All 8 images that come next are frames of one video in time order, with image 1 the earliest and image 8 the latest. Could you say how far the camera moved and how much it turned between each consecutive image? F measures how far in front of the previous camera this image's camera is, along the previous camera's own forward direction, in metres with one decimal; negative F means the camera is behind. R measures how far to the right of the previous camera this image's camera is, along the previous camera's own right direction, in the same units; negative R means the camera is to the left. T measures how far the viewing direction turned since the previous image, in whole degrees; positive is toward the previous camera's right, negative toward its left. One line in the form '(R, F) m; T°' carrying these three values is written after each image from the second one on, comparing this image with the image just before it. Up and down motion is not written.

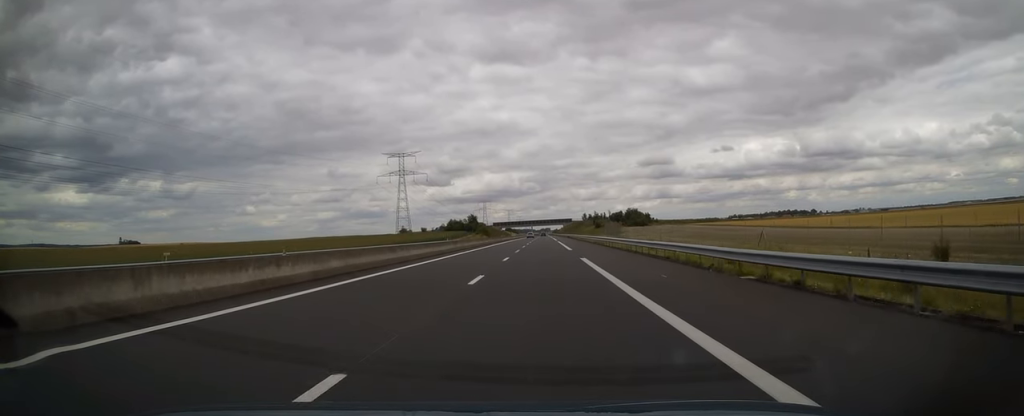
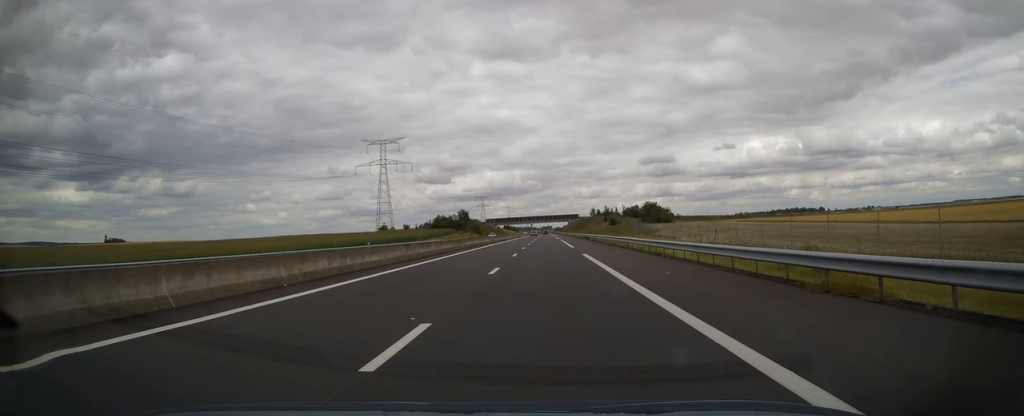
(0.0, +48.4) m; 0°
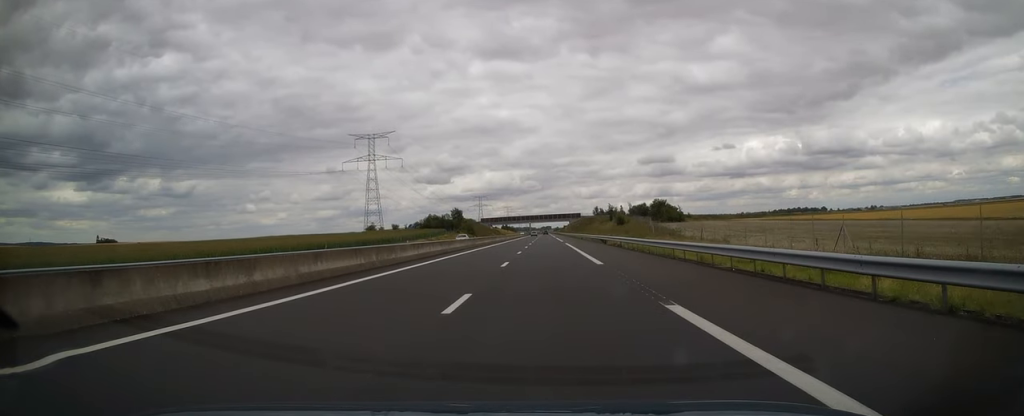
(0.0, +21.5) m; 0°
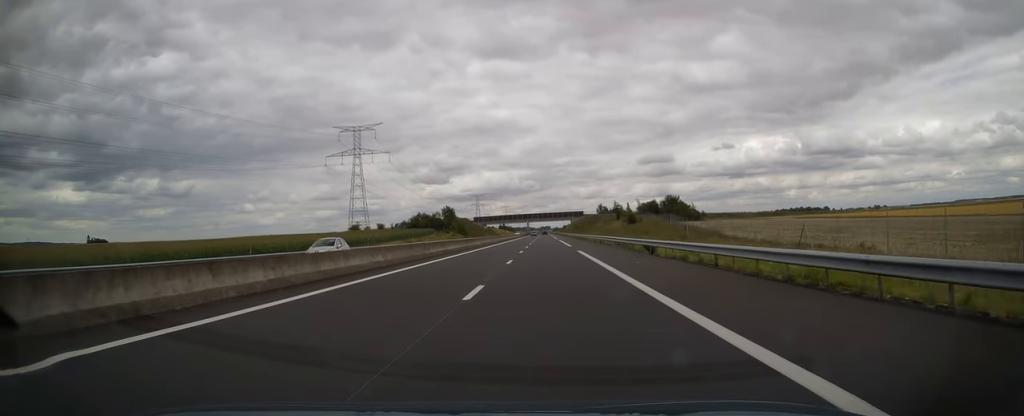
(0.0, +24.0) m; 0°
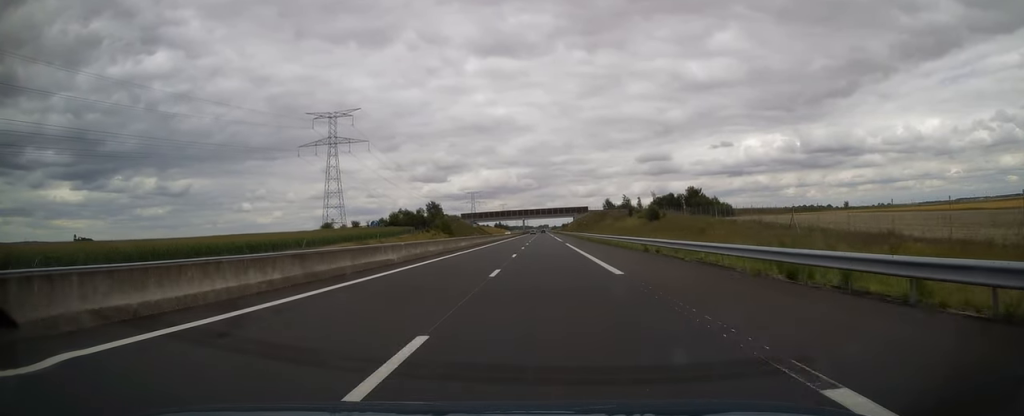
(0.0, +32.8) m; 0°
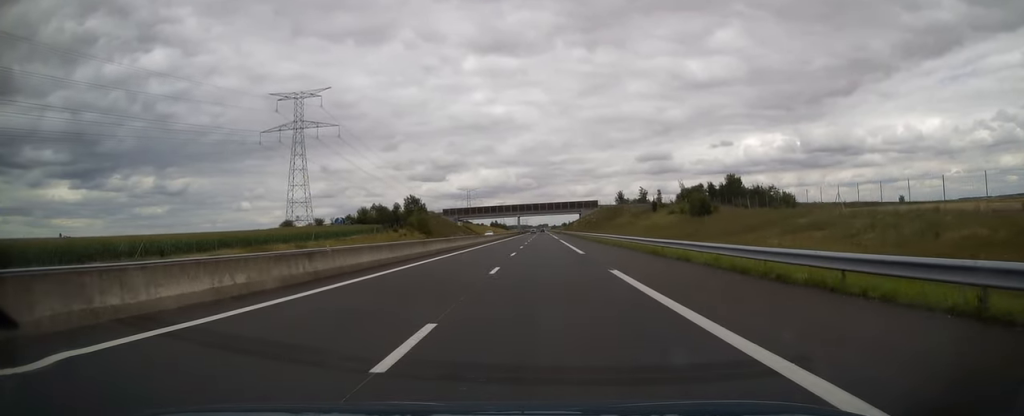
(0.0, +37.7) m; +1°
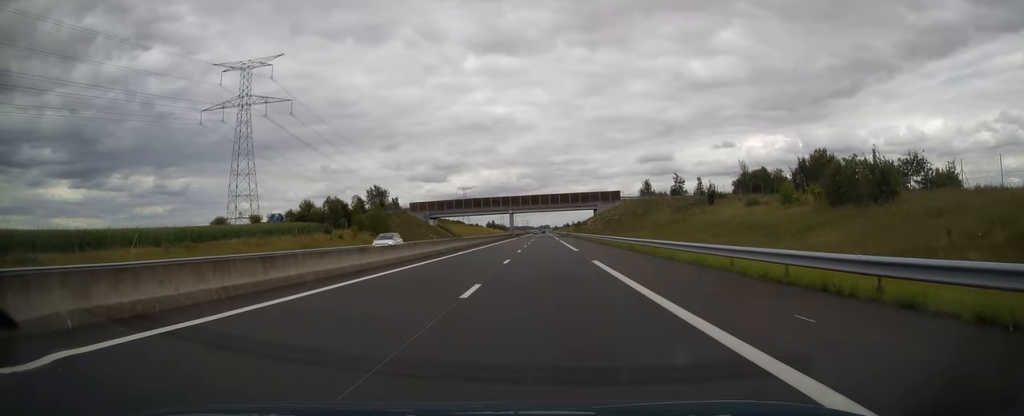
(+0.4, +45.1) m; 0°
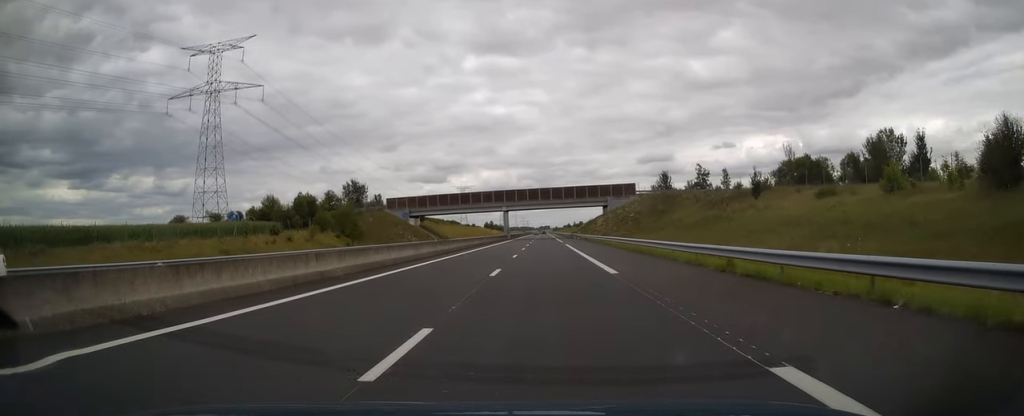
(-0.2, +19.6) m; -1°
